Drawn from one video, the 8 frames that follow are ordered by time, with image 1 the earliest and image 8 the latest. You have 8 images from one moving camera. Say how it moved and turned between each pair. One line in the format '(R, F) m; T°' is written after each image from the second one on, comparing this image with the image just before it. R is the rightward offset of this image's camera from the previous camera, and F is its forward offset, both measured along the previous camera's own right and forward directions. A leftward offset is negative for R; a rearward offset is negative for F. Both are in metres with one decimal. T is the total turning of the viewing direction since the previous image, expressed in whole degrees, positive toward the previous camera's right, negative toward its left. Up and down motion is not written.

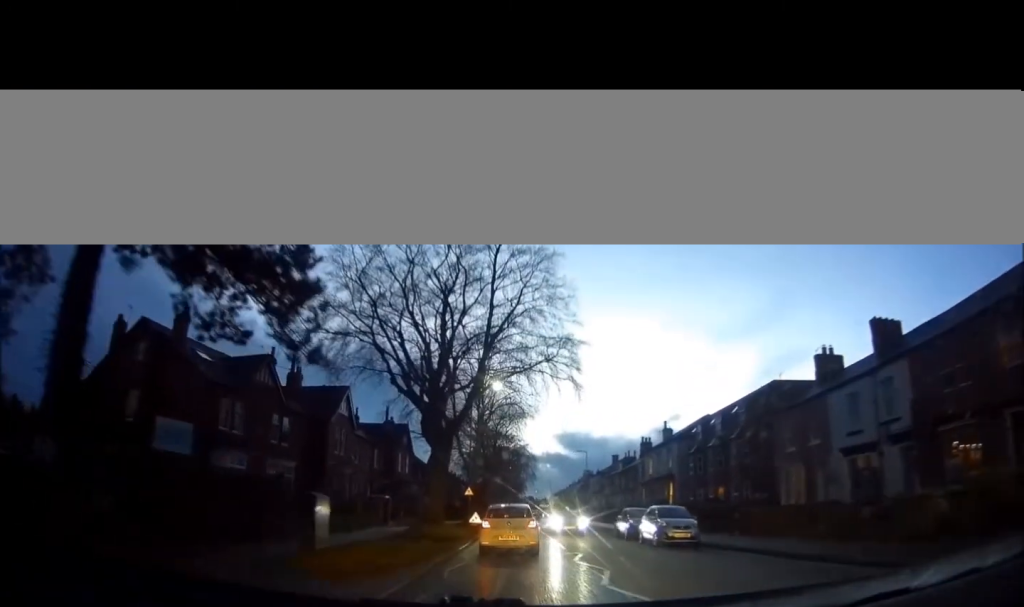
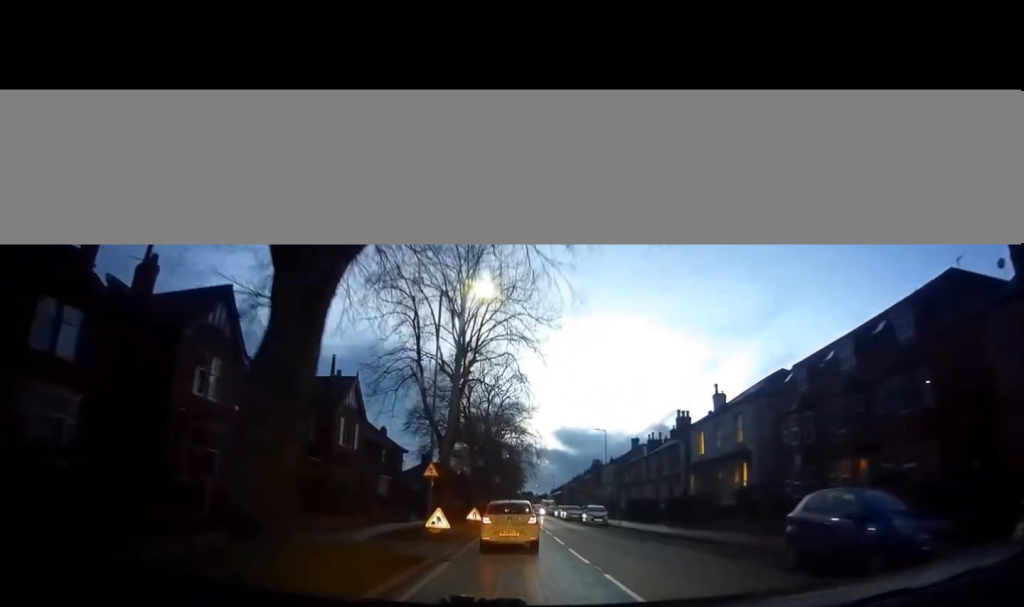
(-0.3, +16.9) m; -2°
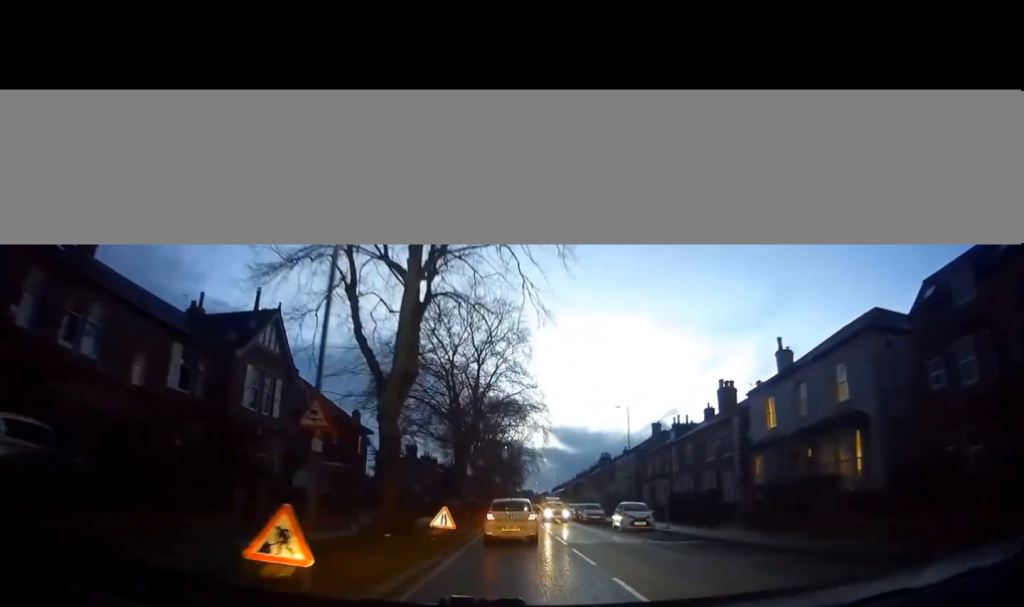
(0.0, +12.9) m; 0°
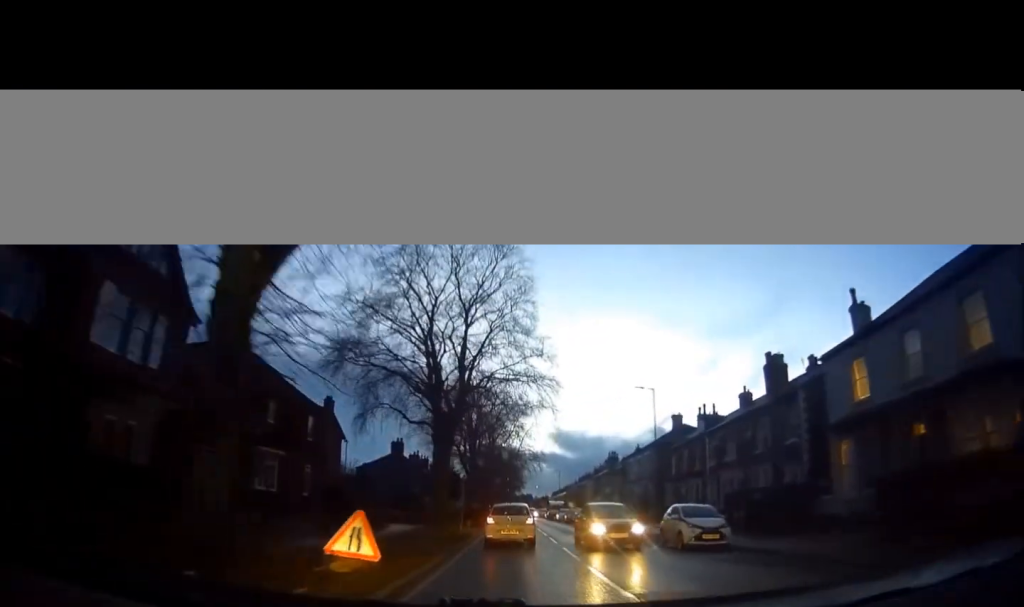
(+0.1, +9.5) m; +2°
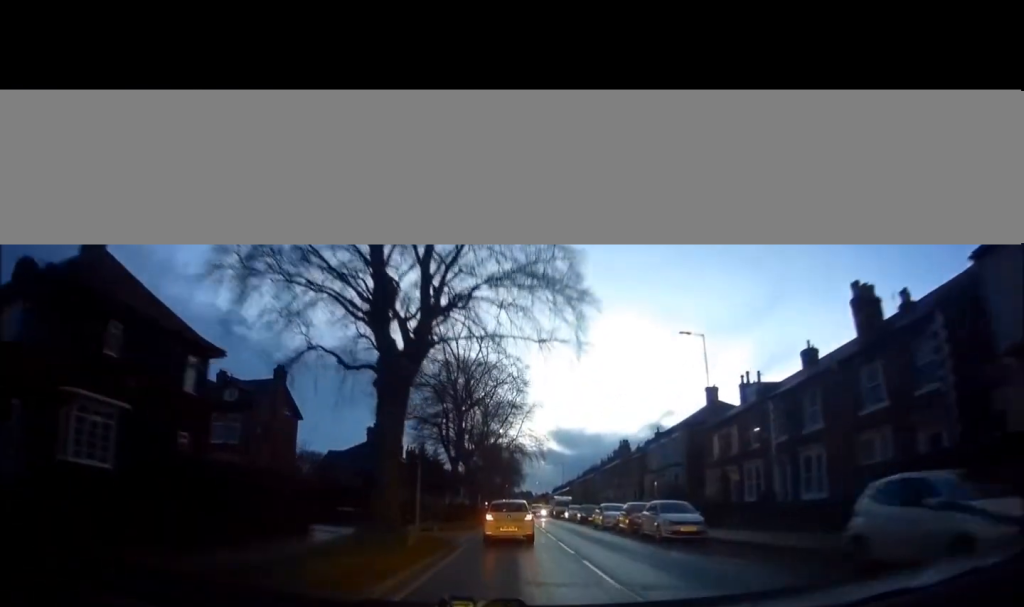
(+0.2, +11.3) m; 0°
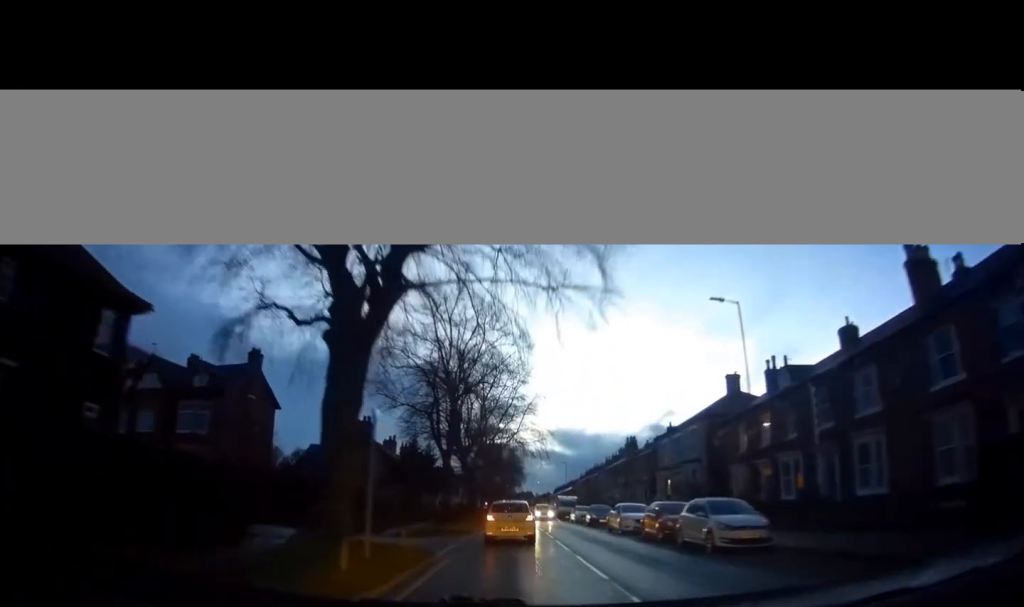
(-0.1, +4.7) m; -1°
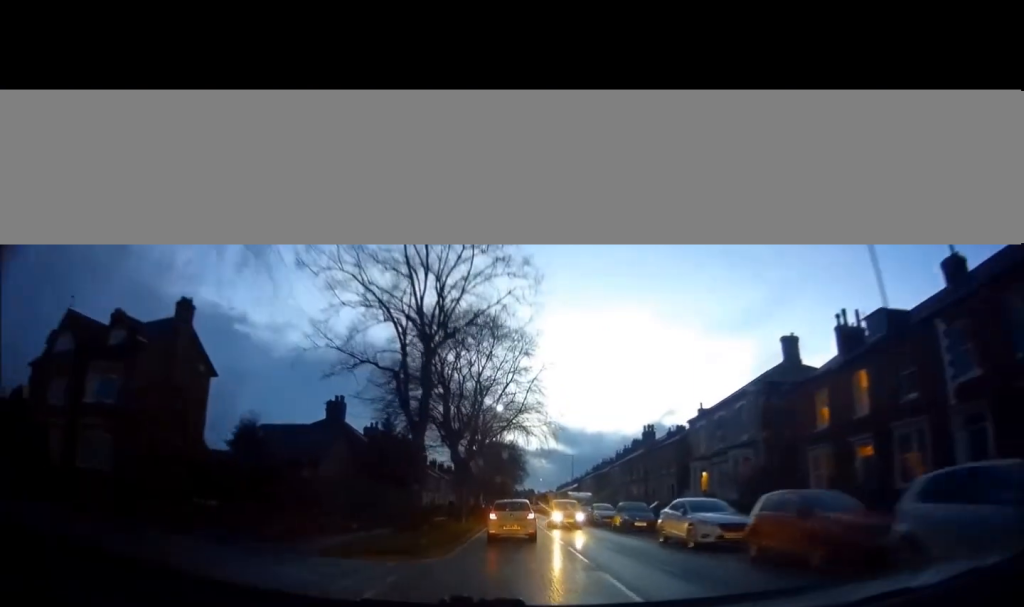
(-0.2, +9.9) m; -1°
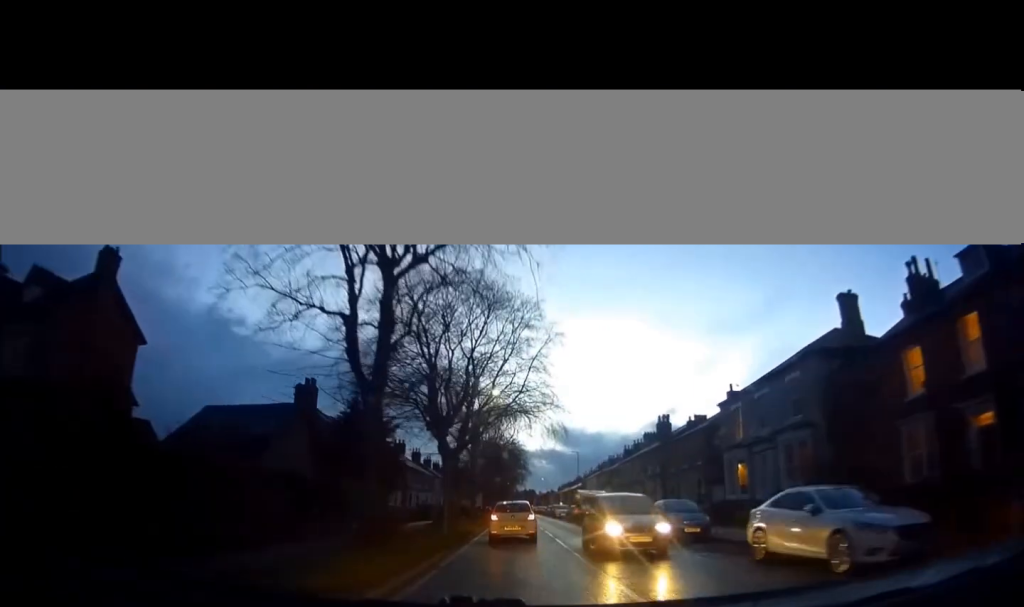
(0.0, +7.3) m; 0°
